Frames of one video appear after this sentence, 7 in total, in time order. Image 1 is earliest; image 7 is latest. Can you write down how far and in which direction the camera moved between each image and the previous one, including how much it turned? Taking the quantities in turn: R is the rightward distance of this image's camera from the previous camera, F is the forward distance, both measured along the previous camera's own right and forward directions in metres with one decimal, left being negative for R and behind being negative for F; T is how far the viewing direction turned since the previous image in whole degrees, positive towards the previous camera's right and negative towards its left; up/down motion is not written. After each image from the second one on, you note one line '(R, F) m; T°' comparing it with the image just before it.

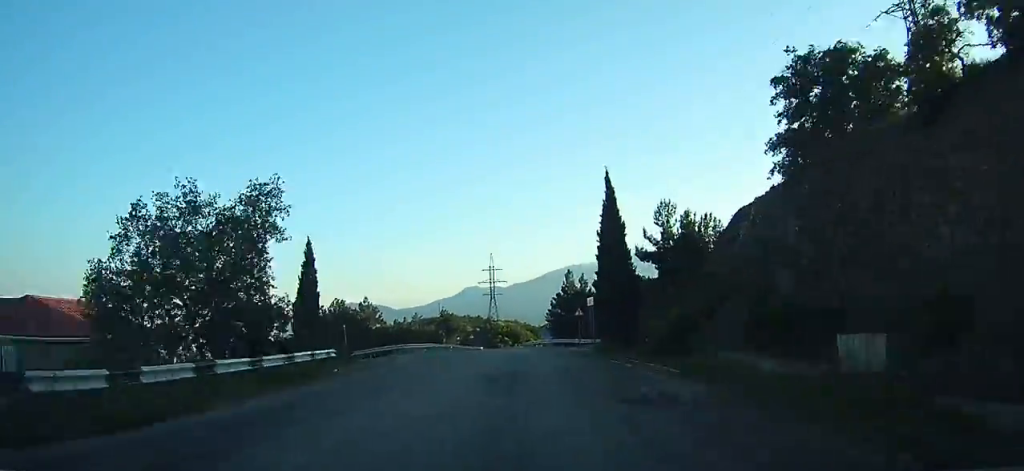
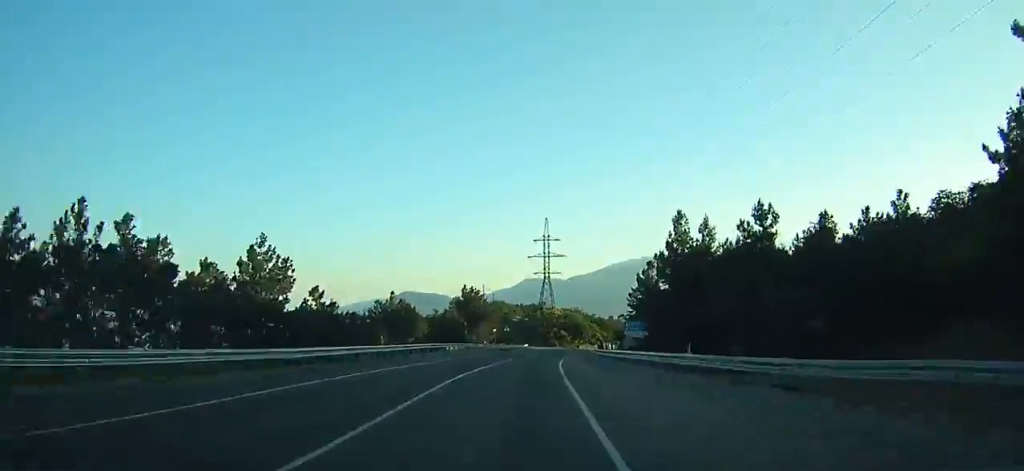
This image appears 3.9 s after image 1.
(+25.5, +33.7) m; +30°
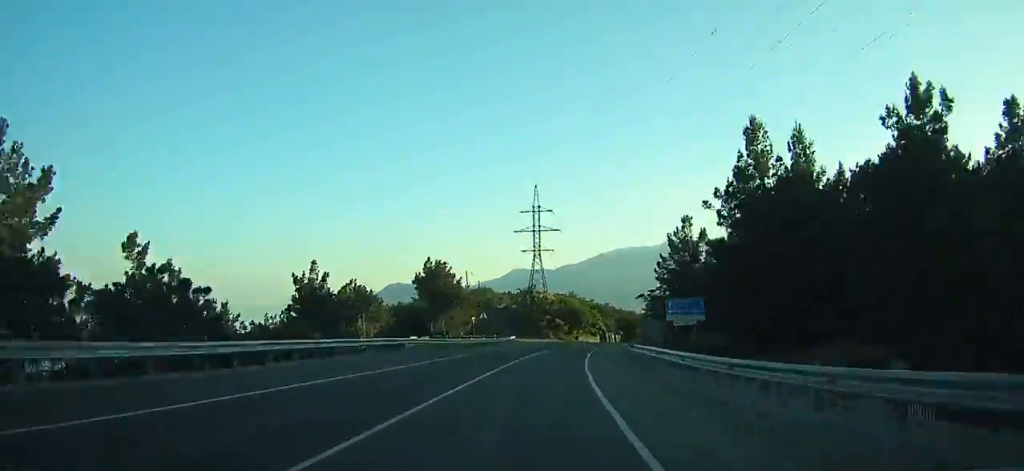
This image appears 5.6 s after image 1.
(-7.7, +23.9) m; -10°
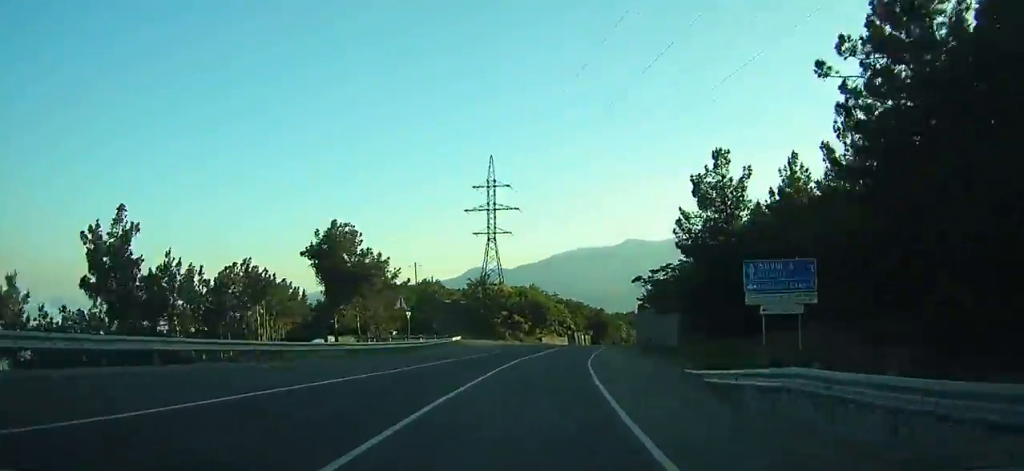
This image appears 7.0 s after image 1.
(-2.6, +20.8) m; -6°
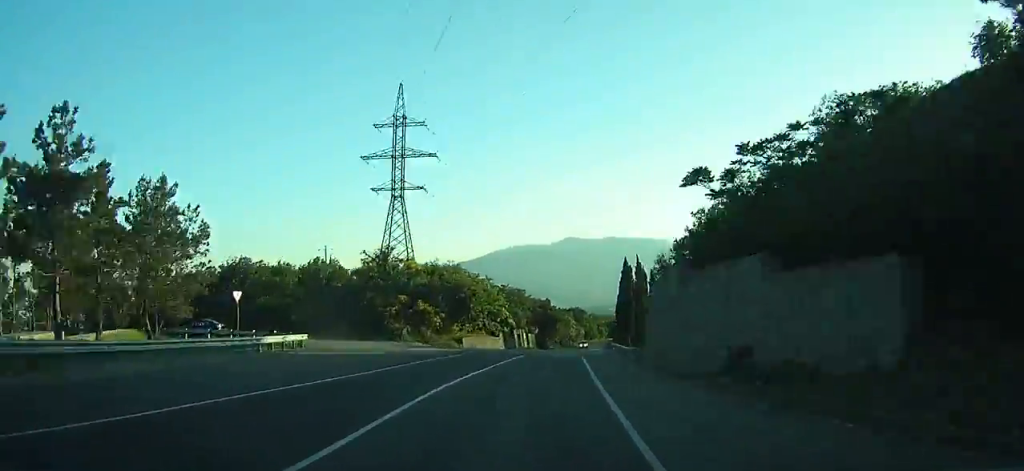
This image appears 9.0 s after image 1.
(+0.5, +31.1) m; +3°
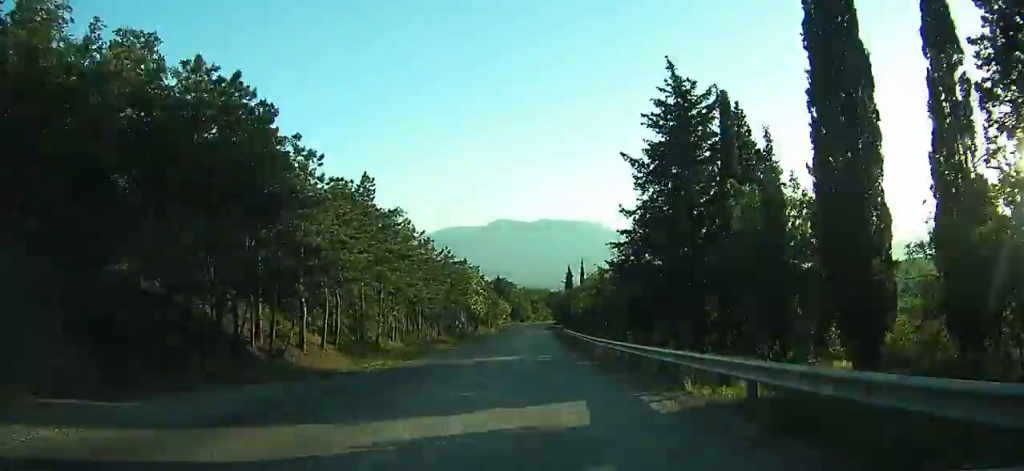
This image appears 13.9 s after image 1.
(+5.0, +76.7) m; +5°
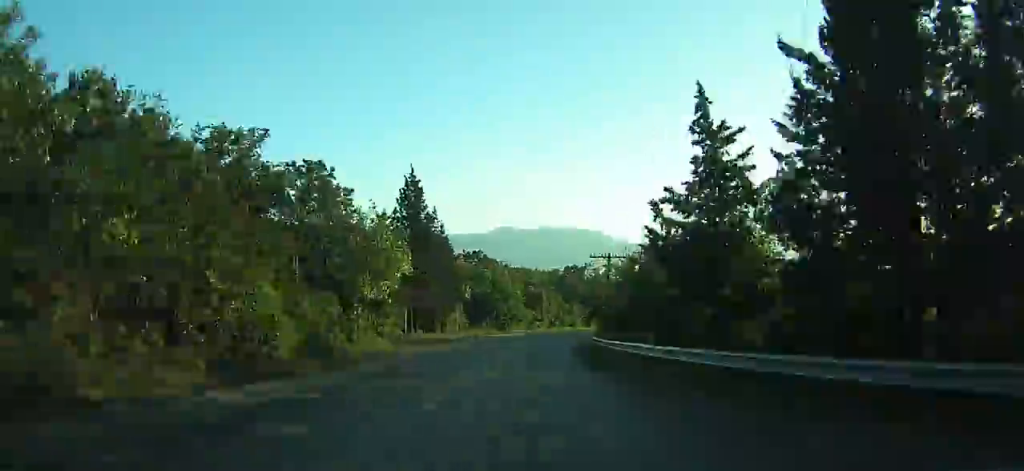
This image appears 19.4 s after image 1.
(+2.4, +86.0) m; +3°
